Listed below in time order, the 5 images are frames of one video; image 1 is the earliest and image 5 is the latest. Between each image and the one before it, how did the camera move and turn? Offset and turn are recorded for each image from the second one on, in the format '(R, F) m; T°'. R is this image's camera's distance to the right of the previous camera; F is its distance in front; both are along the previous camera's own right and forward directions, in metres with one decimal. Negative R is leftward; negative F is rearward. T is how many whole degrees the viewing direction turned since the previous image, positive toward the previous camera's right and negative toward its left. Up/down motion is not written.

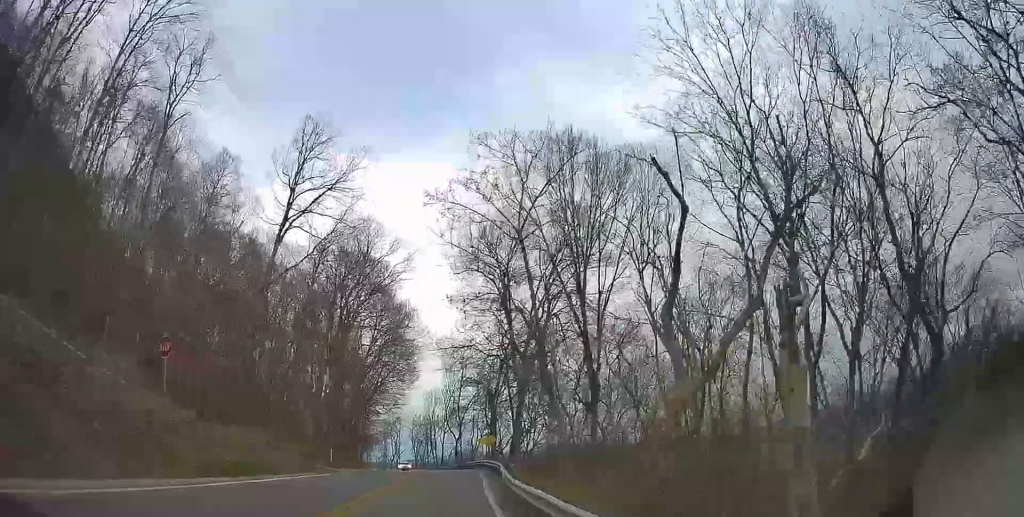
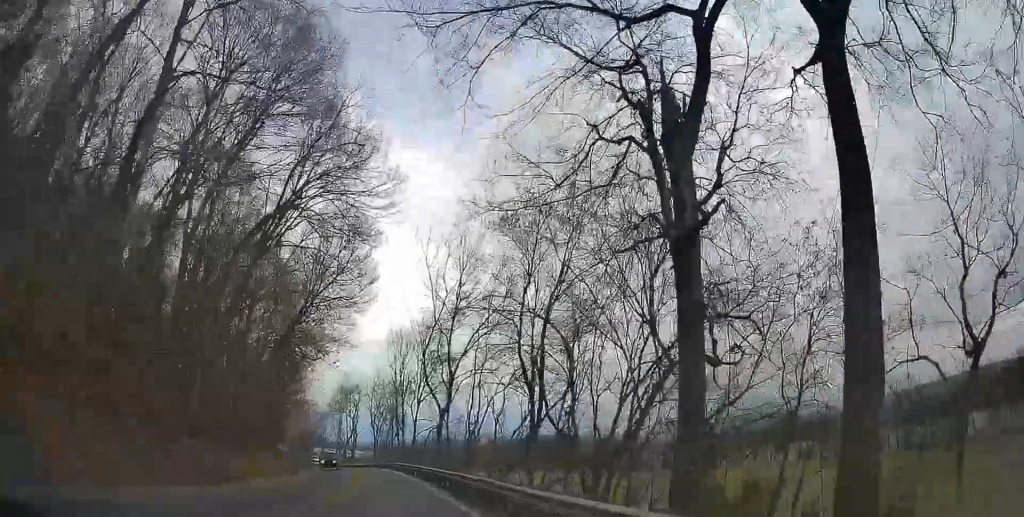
(+4.1, +49.3) m; +7°
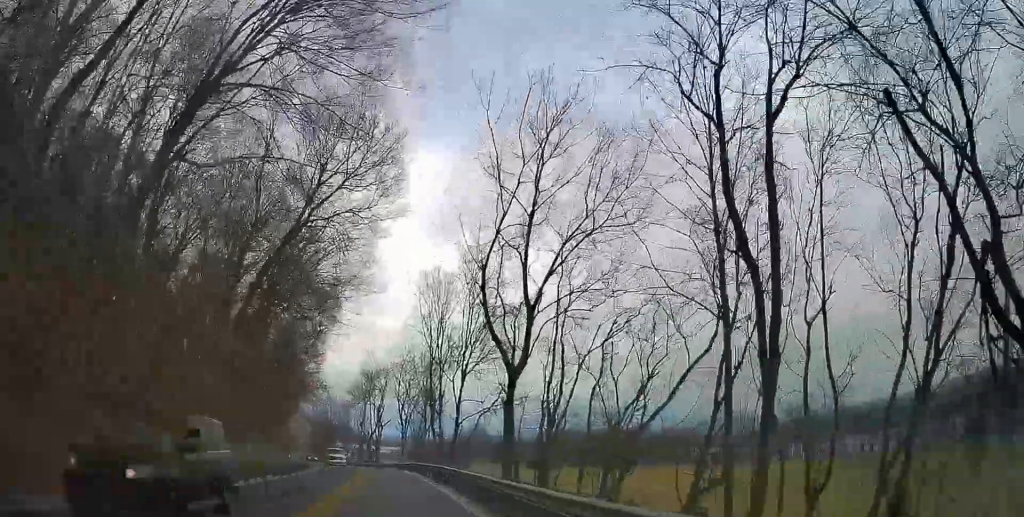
(+0.3, +21.2) m; -2°
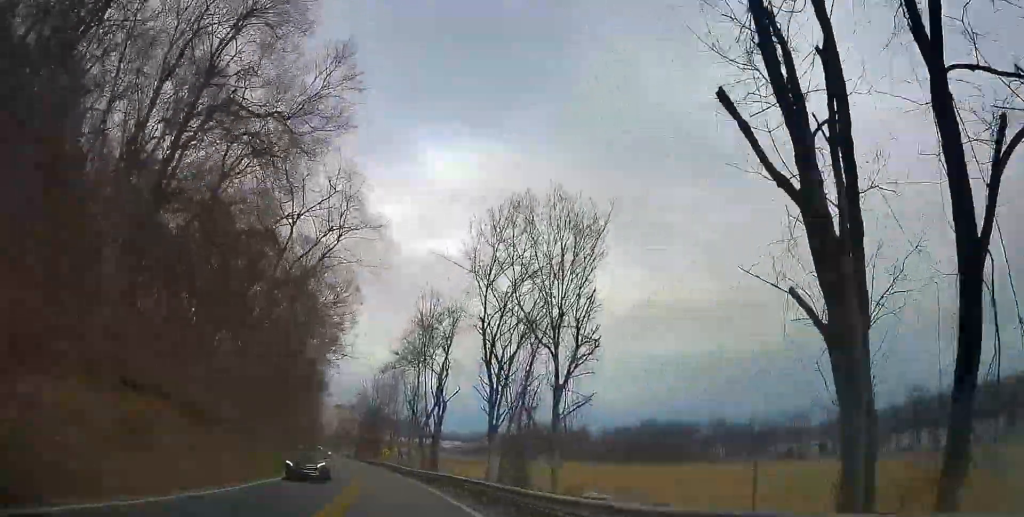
(-2.5, +43.2) m; -5°
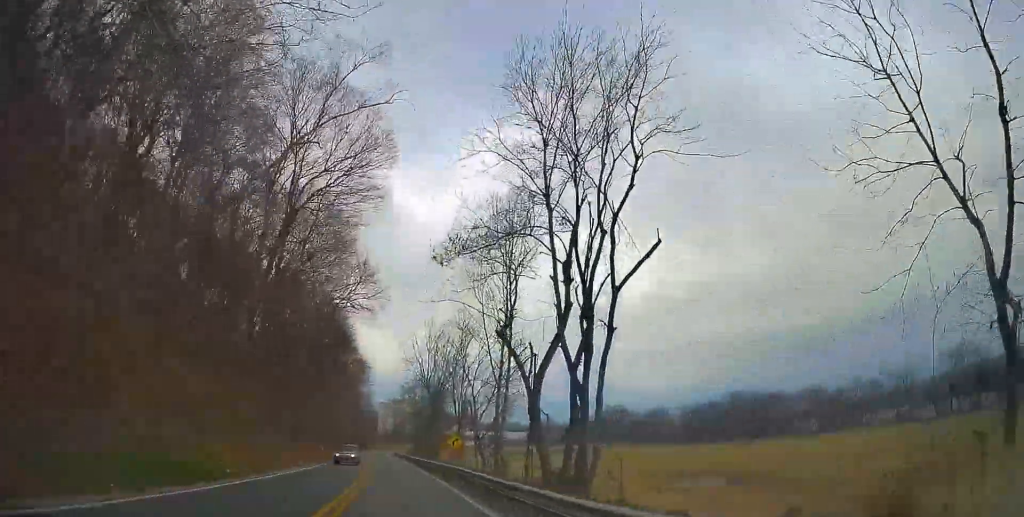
(-2.6, +39.2) m; -5°
